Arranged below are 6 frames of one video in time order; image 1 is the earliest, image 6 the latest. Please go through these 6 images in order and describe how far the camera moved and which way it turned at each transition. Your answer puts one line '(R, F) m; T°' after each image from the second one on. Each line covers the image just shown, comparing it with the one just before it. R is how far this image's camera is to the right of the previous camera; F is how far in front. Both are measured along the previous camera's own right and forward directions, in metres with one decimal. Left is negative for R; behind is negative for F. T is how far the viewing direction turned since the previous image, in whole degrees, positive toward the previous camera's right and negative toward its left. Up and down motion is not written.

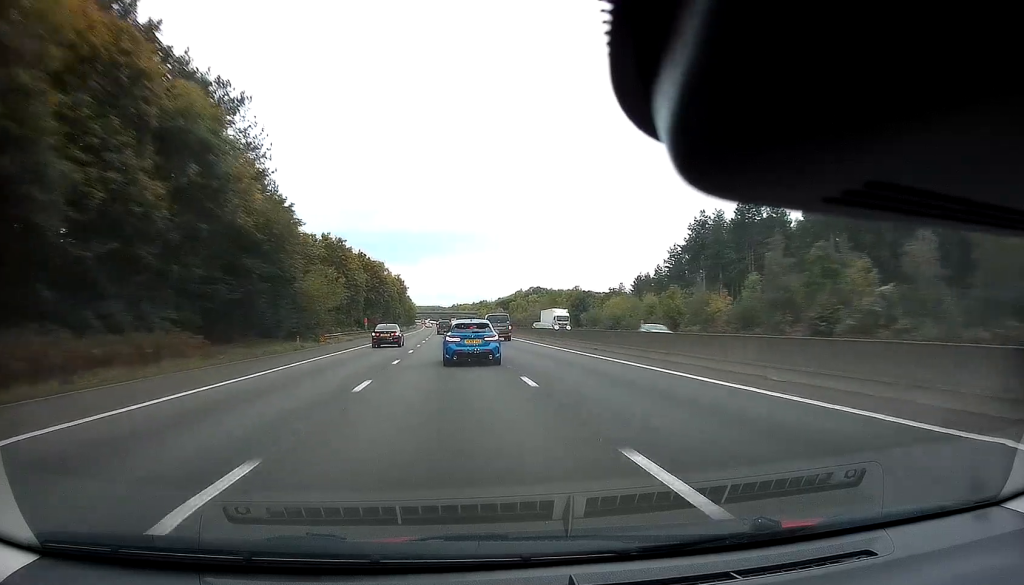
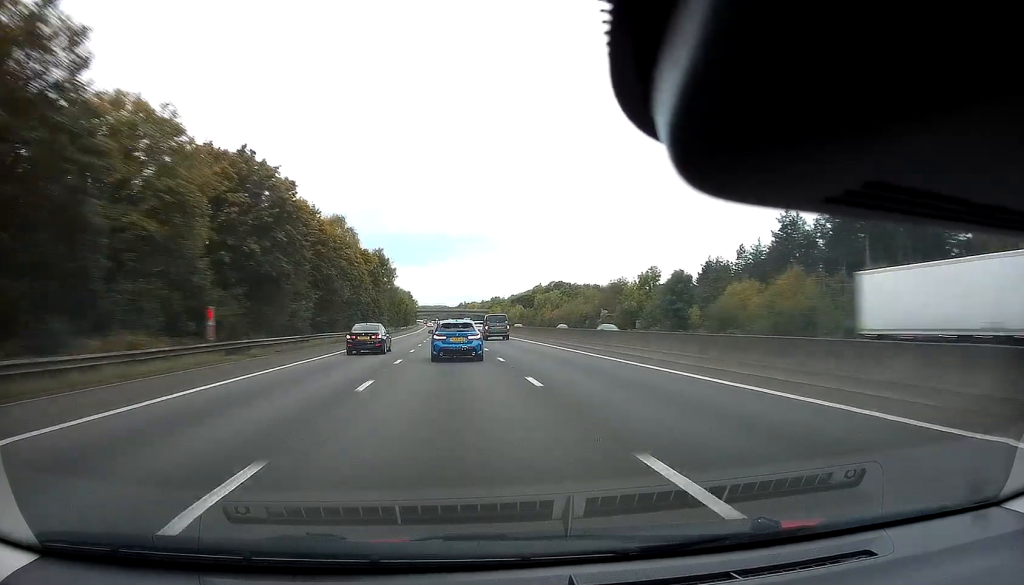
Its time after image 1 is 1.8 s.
(0.0, +55.7) m; -1°
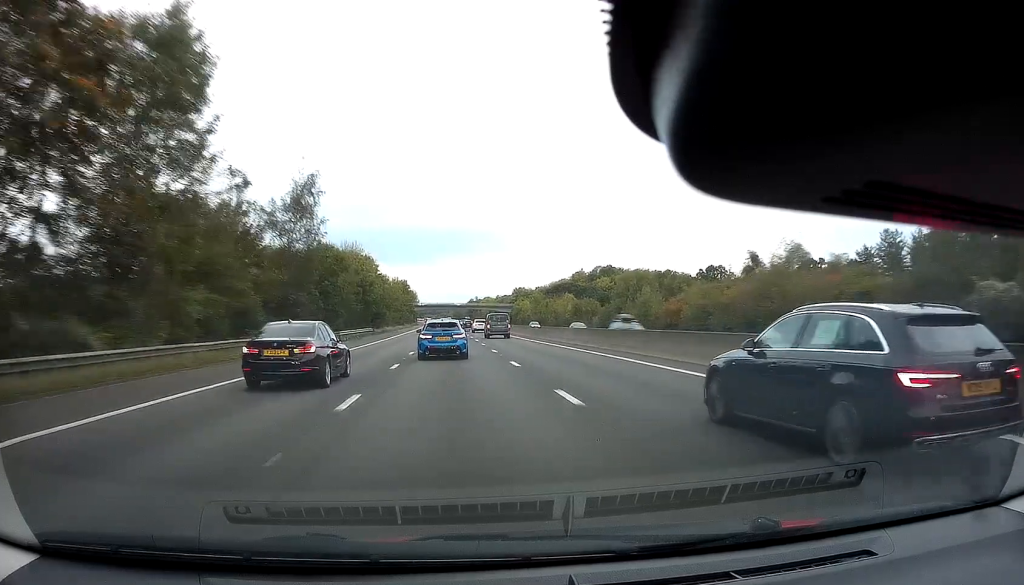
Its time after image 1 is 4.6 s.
(-1.2, +86.4) m; -1°
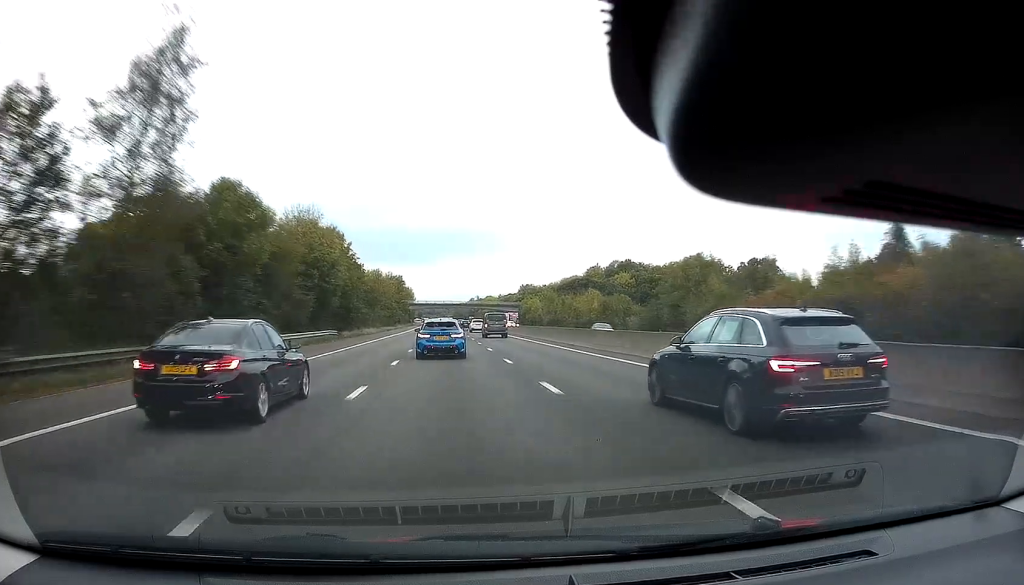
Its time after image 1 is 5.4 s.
(-0.2, +26.4) m; -1°
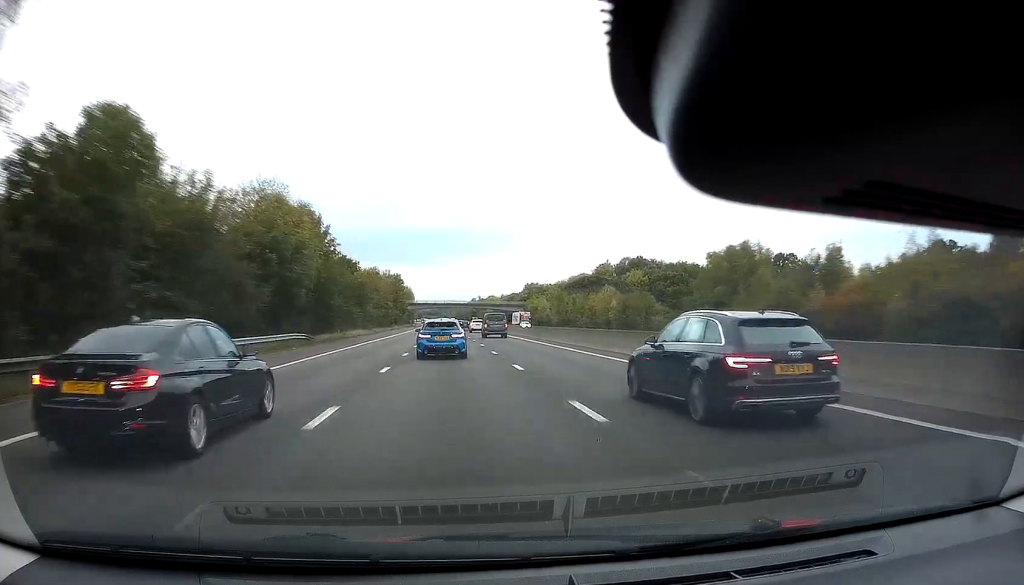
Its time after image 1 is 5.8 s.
(0.0, +12.7) m; -1°
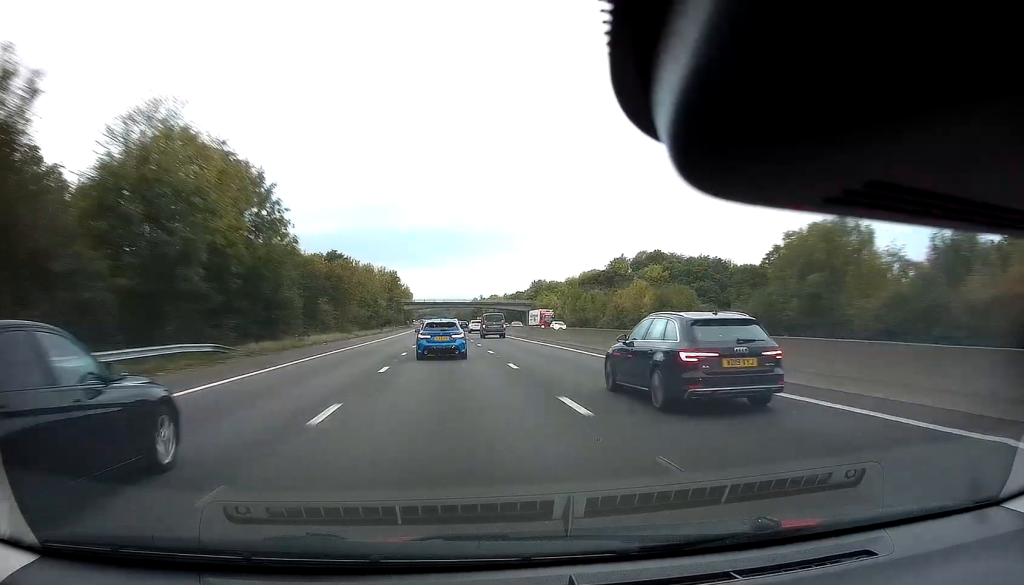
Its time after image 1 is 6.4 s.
(-0.3, +18.0) m; 0°
